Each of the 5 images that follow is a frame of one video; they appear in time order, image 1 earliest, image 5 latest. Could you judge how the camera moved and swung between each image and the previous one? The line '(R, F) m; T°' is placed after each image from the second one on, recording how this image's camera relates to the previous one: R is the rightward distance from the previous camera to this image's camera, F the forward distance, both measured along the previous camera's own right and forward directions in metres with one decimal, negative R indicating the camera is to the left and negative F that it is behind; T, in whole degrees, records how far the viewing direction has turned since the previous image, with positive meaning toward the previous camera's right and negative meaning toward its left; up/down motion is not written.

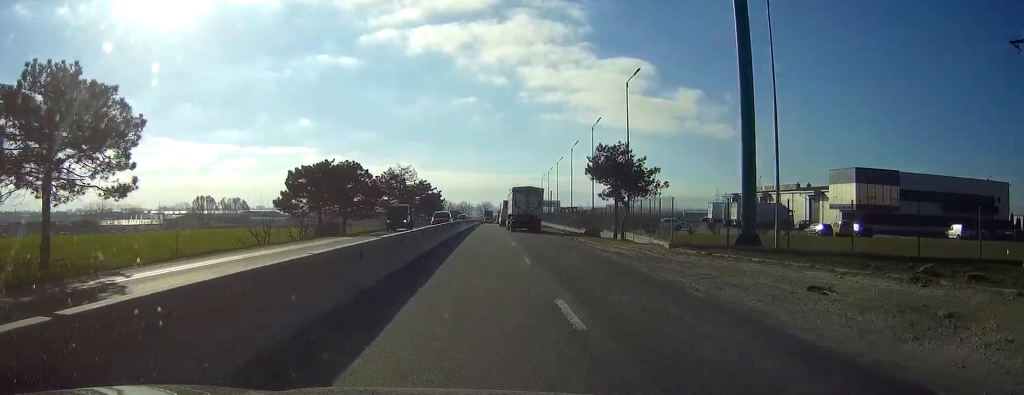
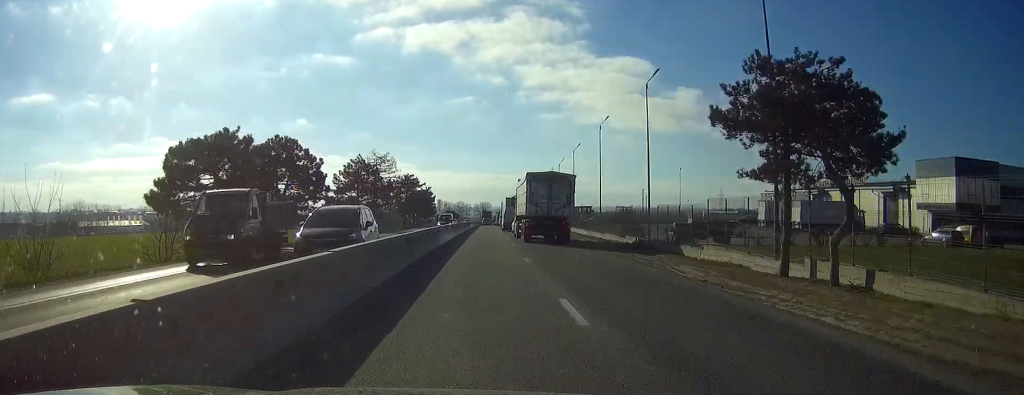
(0.0, +23.3) m; 0°
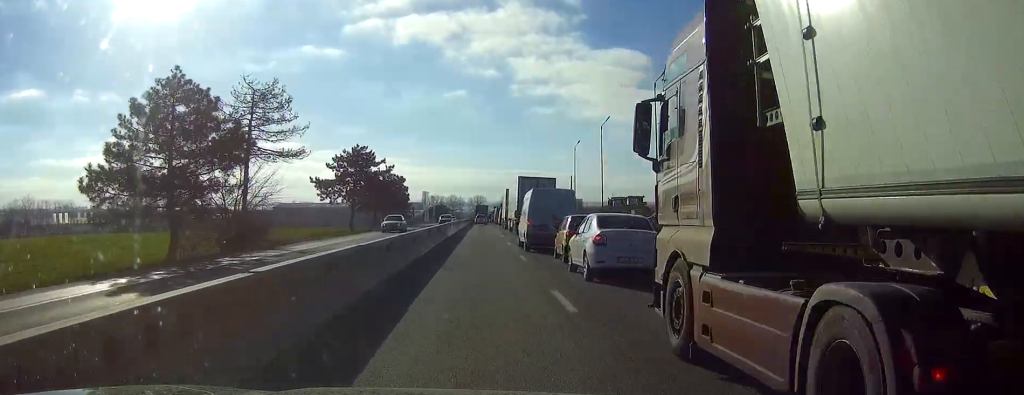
(+0.1, +46.6) m; 0°
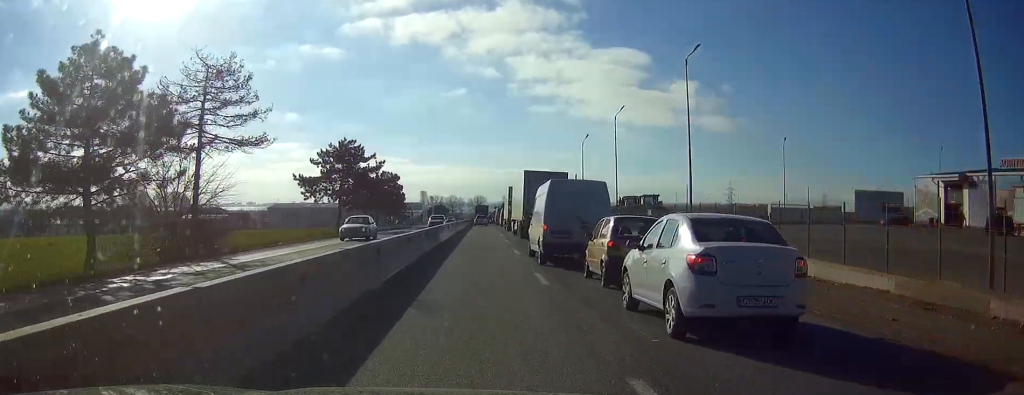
(0.0, +7.5) m; 0°
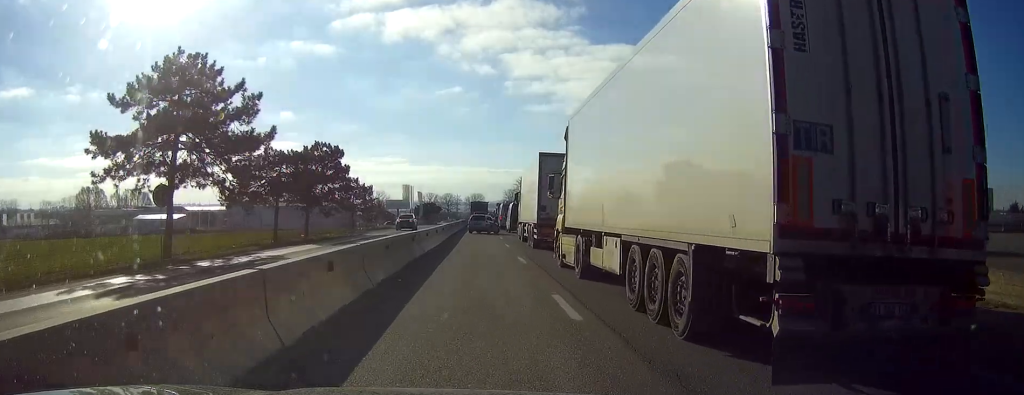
(0.0, +41.1) m; 0°
